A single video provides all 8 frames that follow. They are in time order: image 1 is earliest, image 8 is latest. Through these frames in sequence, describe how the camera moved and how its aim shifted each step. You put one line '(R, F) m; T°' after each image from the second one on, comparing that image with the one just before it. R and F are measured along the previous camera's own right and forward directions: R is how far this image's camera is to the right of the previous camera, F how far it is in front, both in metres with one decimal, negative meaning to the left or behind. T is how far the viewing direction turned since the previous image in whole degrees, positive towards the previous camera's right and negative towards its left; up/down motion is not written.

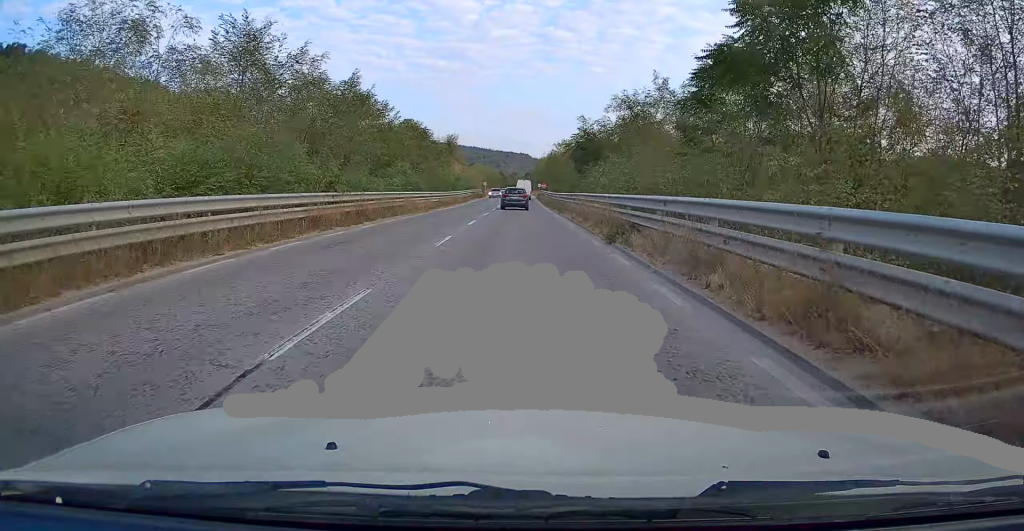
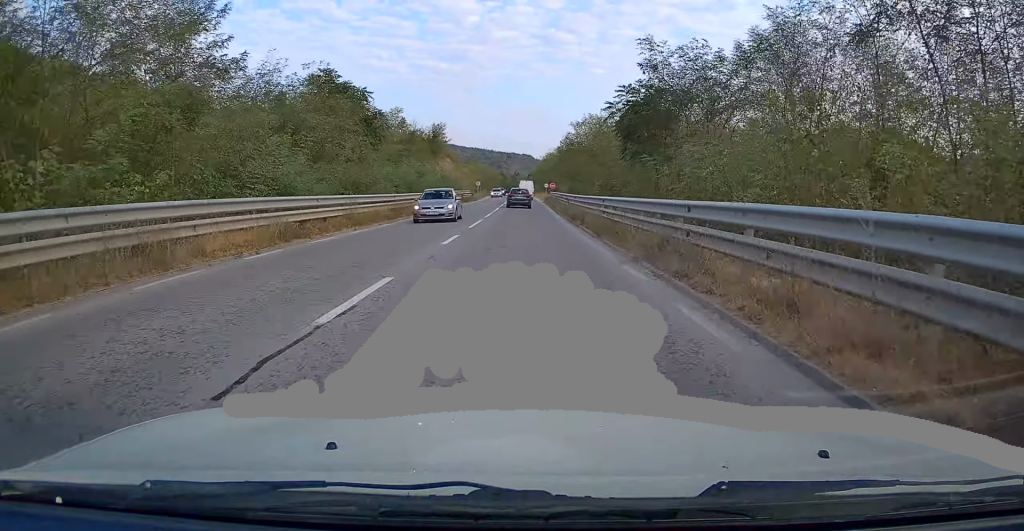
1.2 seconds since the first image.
(0.0, +25.7) m; 0°
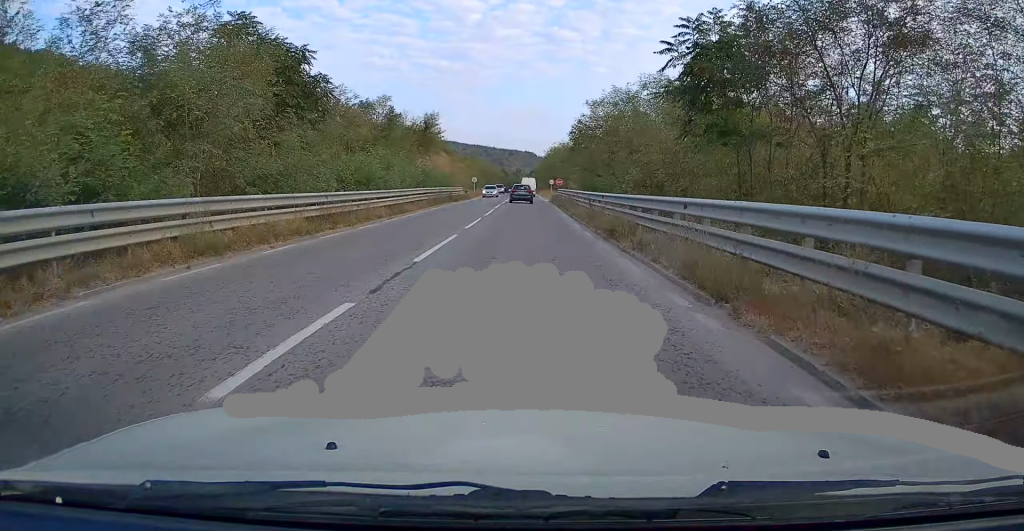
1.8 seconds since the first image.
(-0.1, +11.2) m; 0°
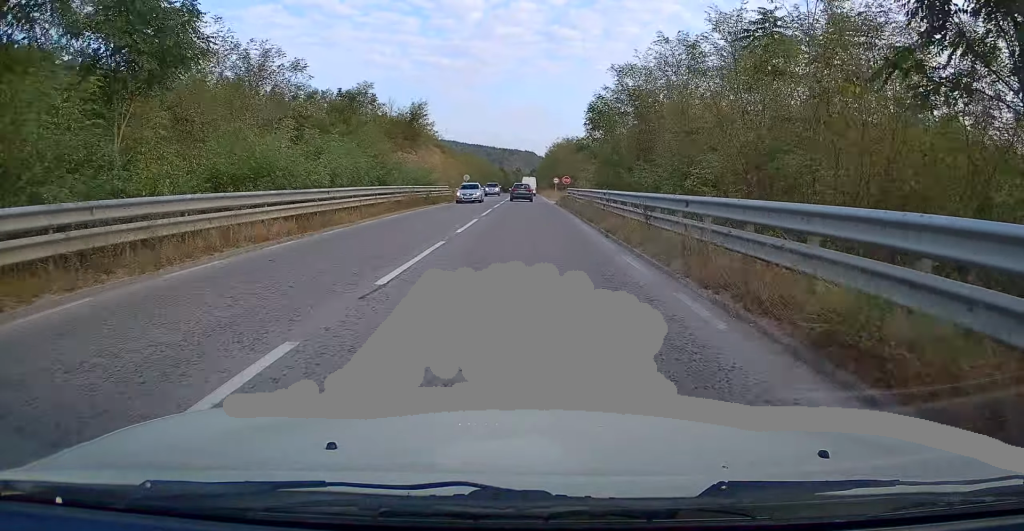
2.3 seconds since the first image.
(0.0, +11.9) m; 0°
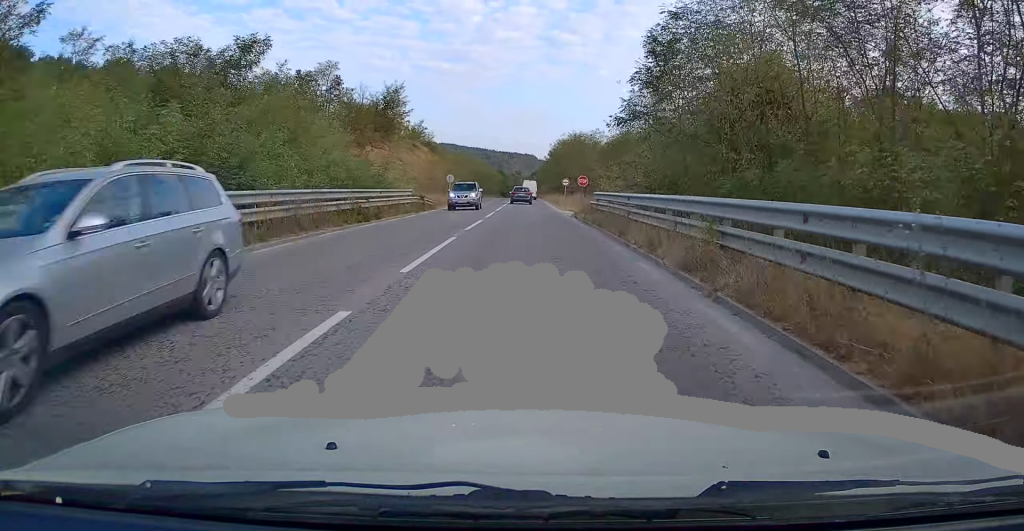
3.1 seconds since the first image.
(+0.1, +16.9) m; 0°
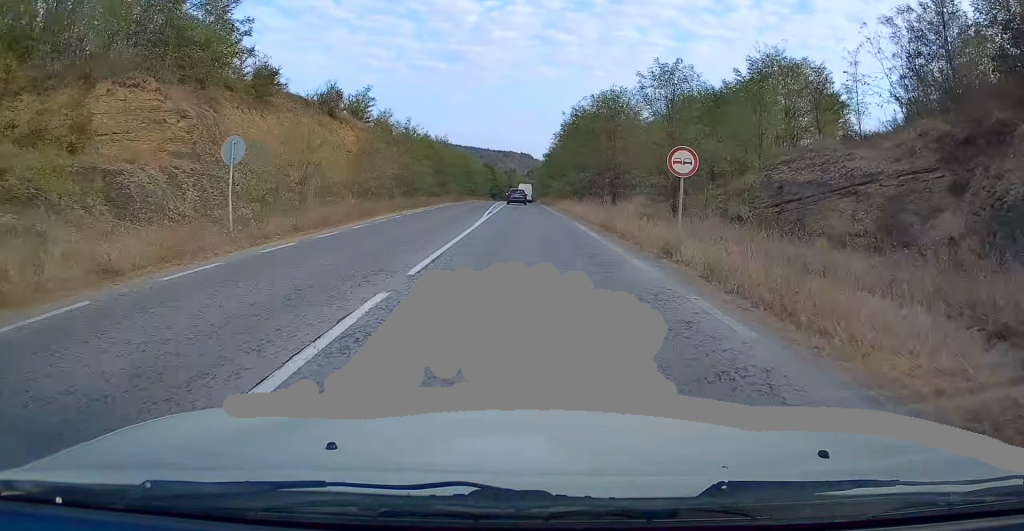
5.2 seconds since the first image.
(-0.5, +43.7) m; 0°
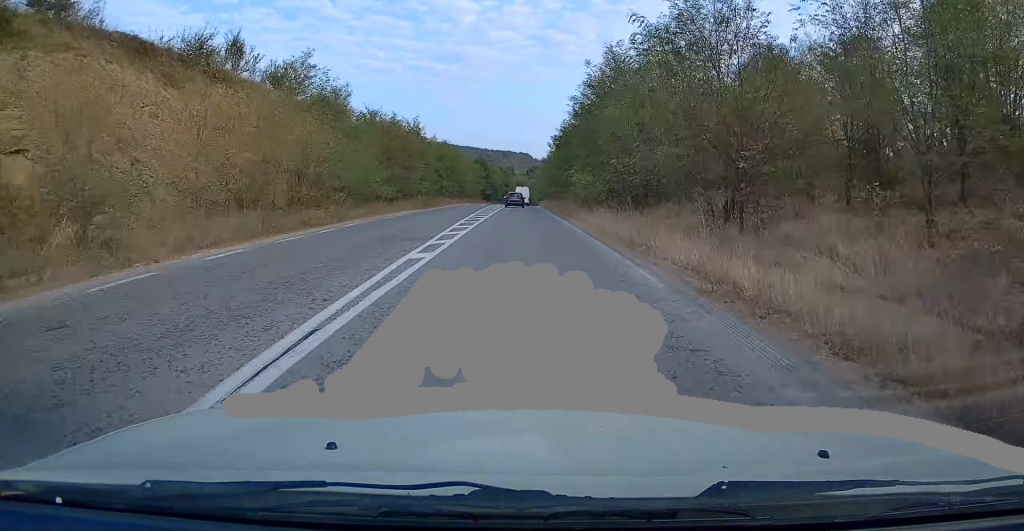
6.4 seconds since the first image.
(+0.2, +25.0) m; 0°
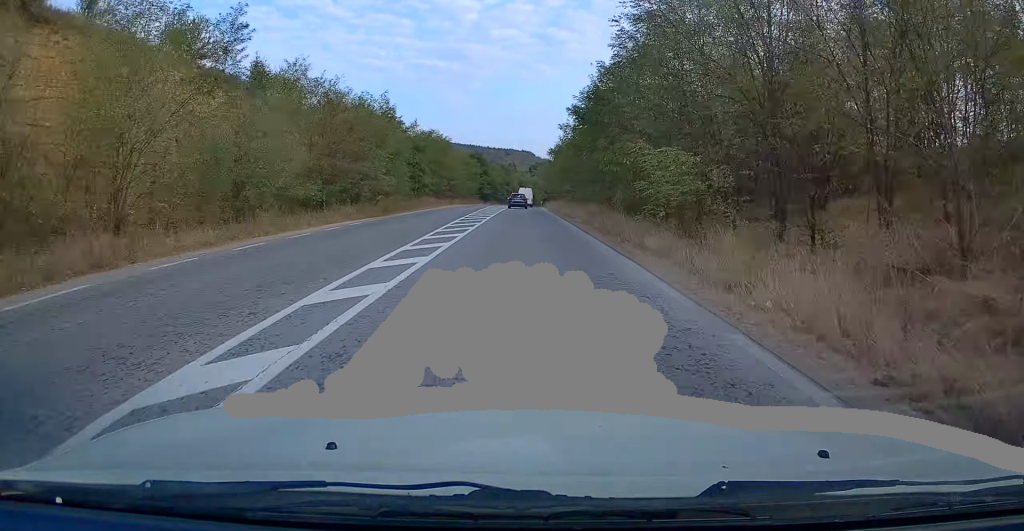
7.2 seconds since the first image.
(0.0, +17.2) m; 0°
